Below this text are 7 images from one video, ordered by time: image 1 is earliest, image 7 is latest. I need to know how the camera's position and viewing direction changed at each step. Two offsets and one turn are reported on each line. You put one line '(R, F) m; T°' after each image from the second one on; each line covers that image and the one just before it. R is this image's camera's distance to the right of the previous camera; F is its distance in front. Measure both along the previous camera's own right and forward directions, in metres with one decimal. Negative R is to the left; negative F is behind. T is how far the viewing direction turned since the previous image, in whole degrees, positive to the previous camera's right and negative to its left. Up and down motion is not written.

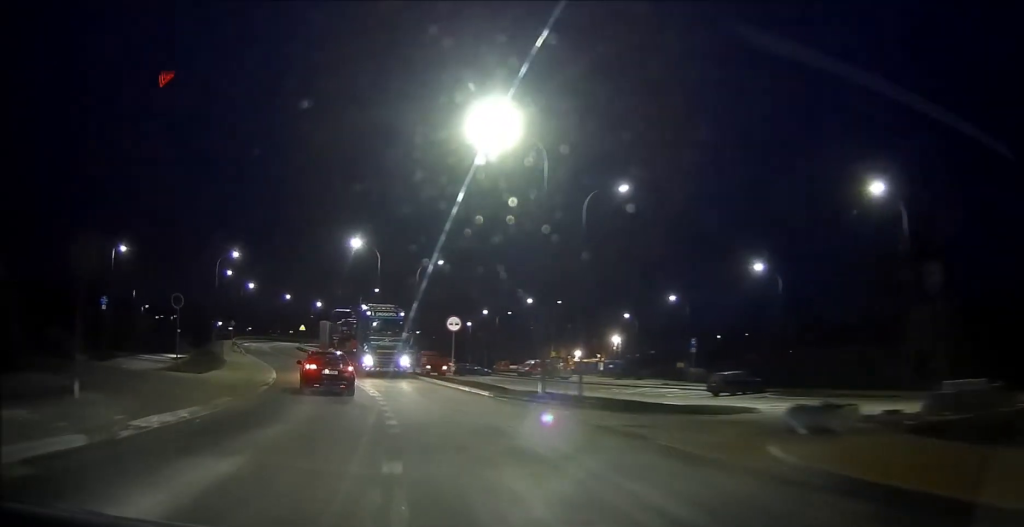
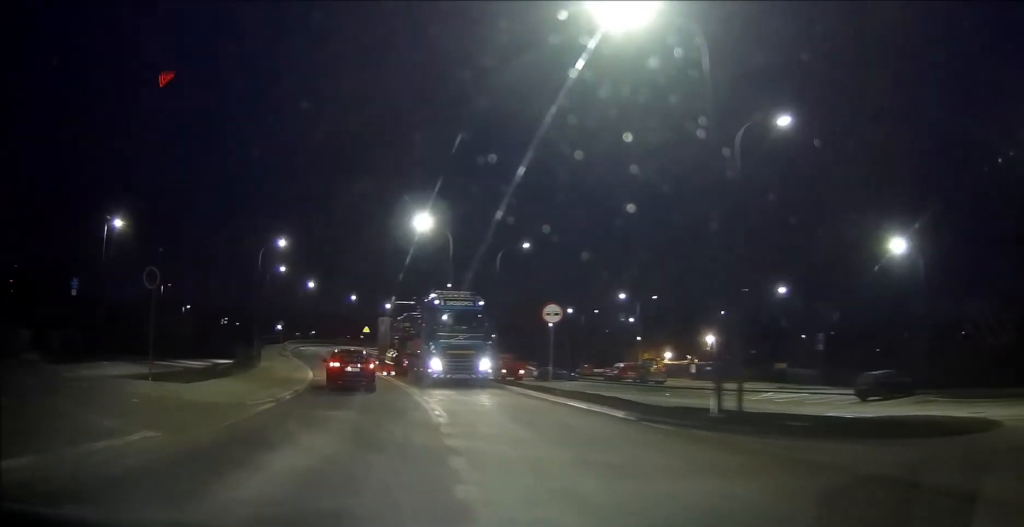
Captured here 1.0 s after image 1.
(-0.3, +9.1) m; -7°
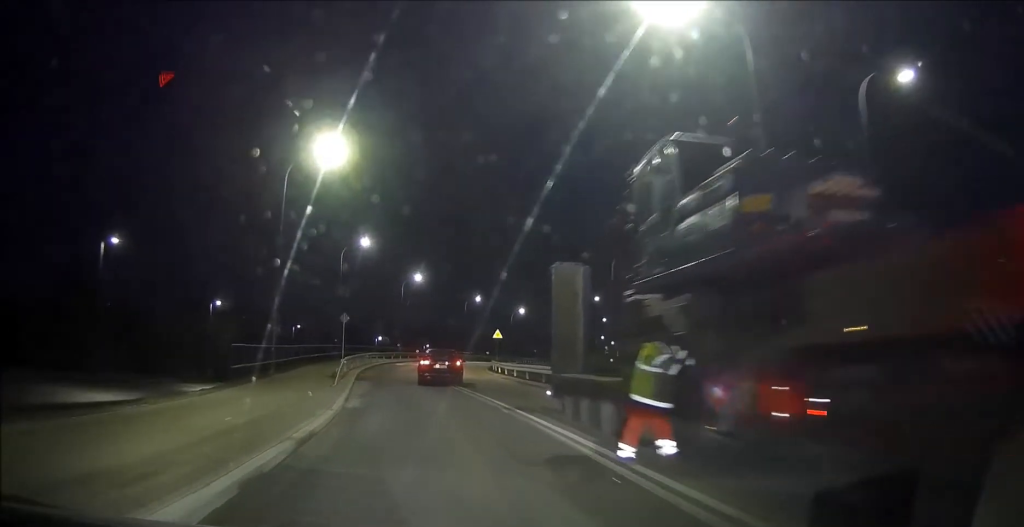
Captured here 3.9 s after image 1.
(-4.4, +27.9) m; -15°
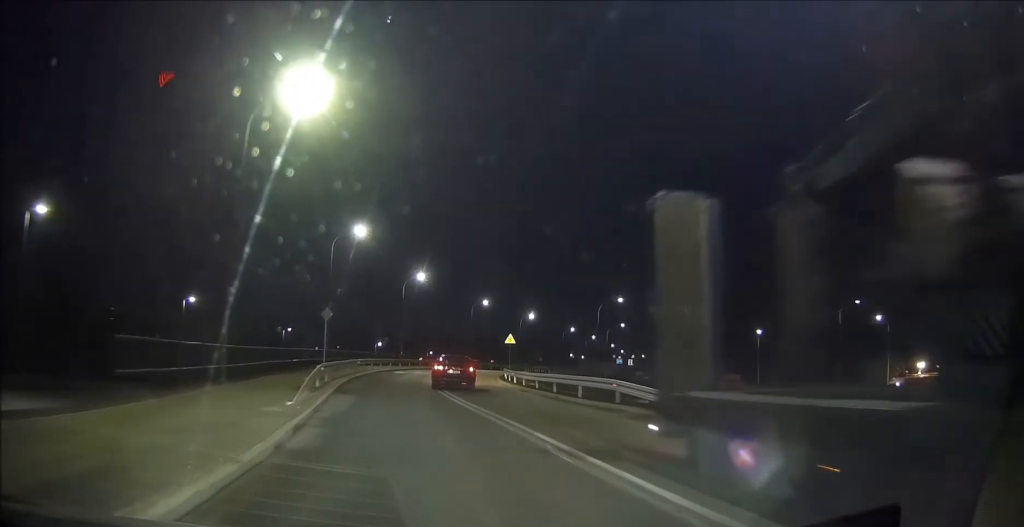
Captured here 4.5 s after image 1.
(-0.2, +7.1) m; 0°
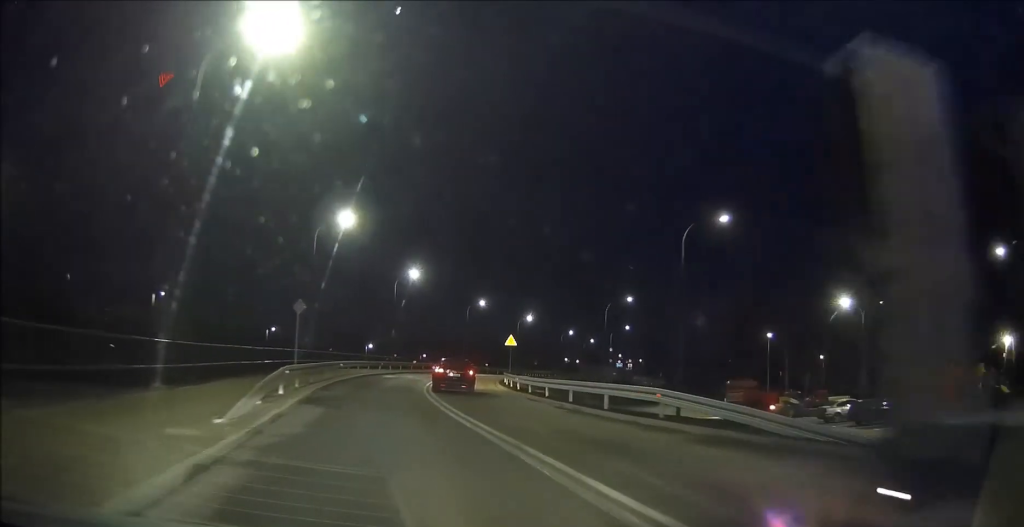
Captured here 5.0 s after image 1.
(0.0, +4.6) m; 0°
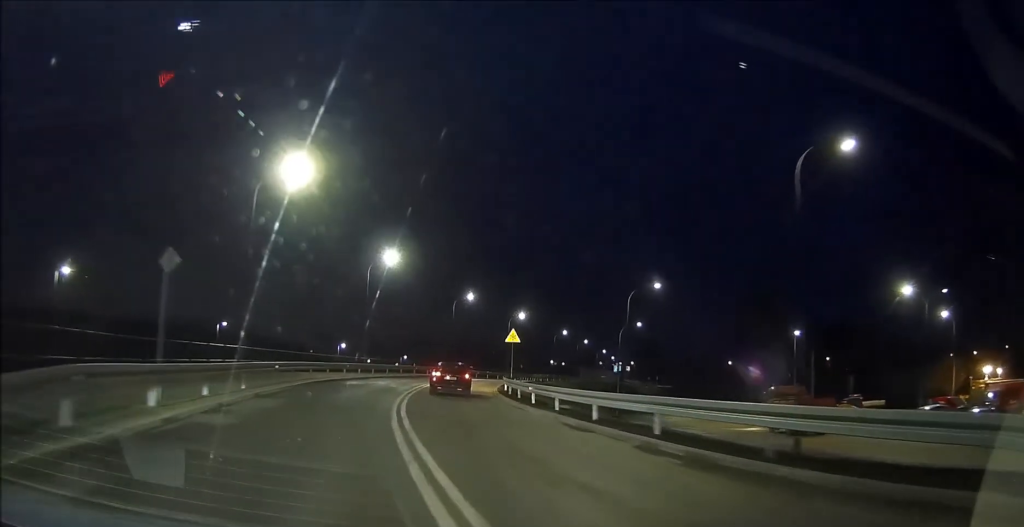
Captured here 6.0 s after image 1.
(+0.2, +10.9) m; +1°
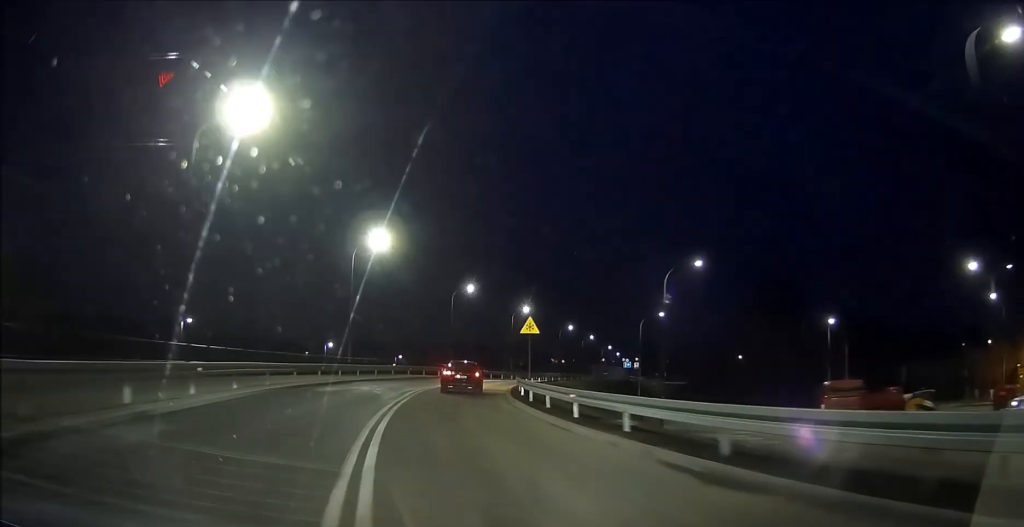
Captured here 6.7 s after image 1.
(+0.1, +7.7) m; 0°
